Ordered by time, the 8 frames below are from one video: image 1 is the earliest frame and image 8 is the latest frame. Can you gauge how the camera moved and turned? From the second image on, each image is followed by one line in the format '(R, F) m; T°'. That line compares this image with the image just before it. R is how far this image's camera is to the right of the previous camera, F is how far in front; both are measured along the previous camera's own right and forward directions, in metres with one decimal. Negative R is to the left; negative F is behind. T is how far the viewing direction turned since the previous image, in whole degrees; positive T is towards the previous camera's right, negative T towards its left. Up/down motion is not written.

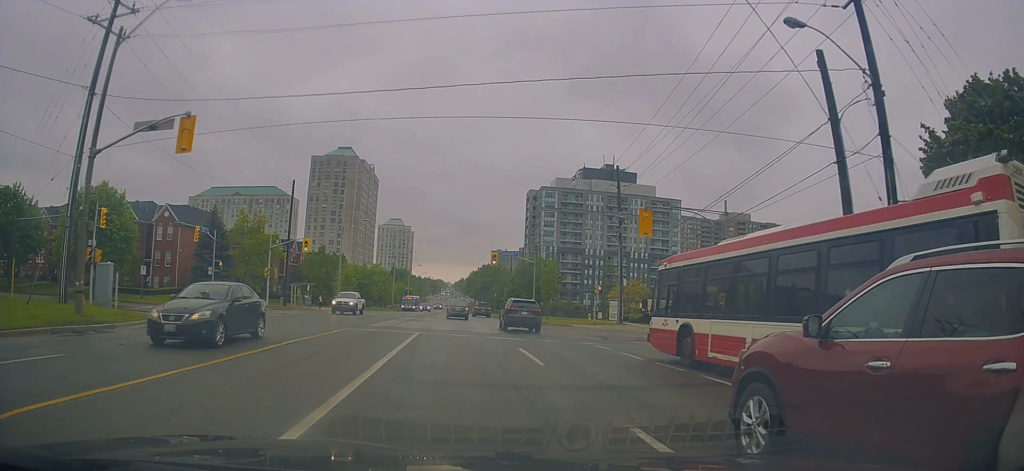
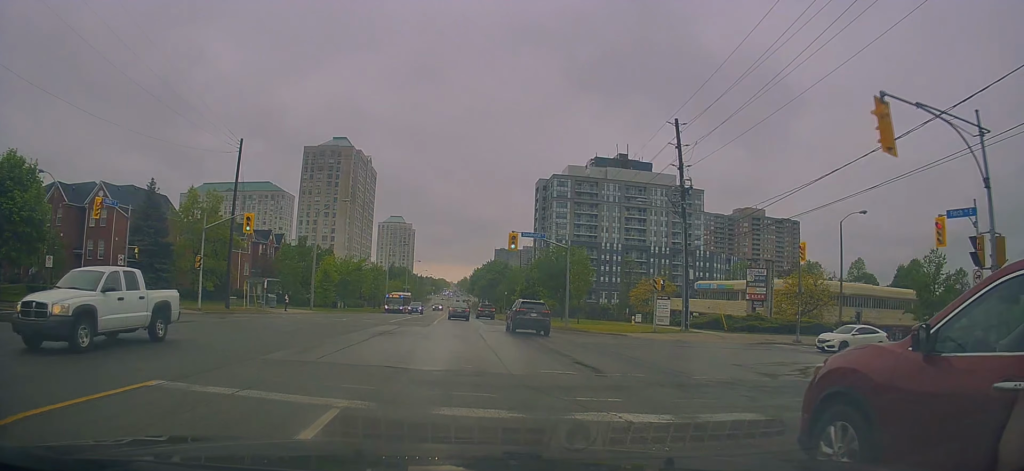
(0.0, +14.4) m; -1°
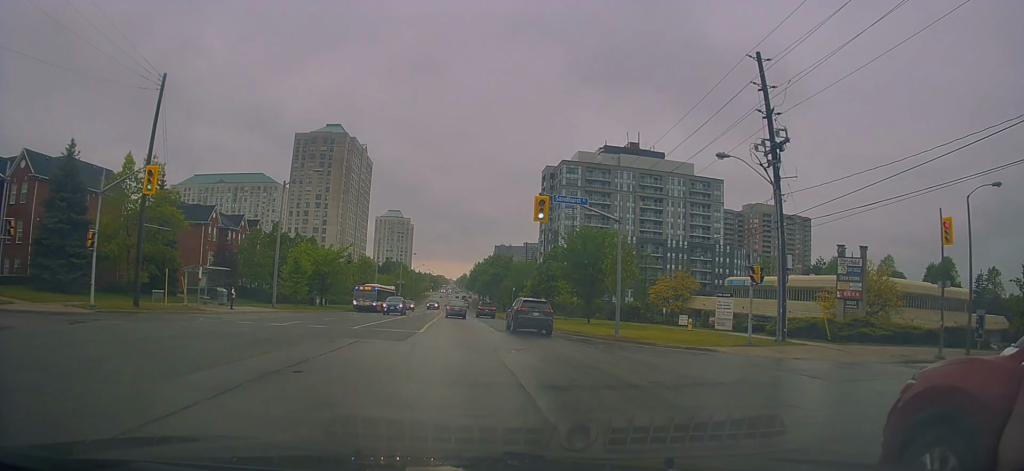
(-0.2, +11.7) m; -2°
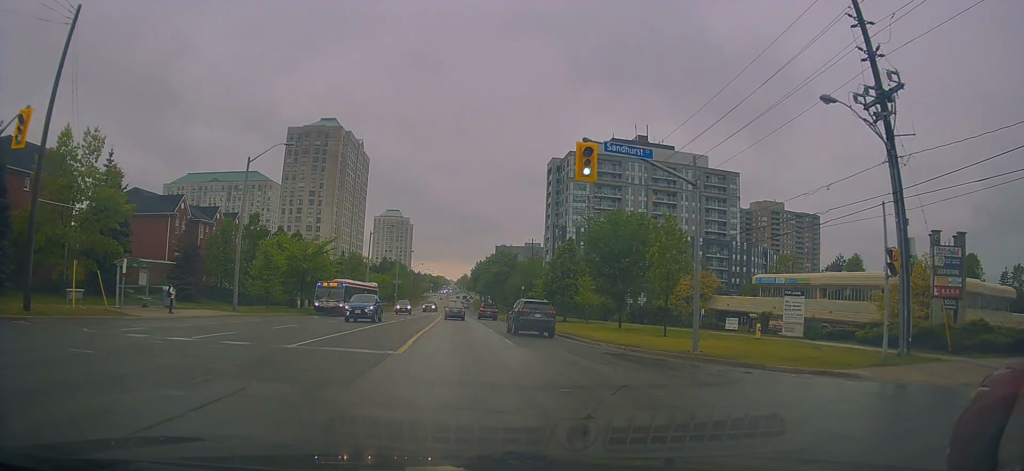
(-0.1, +8.7) m; -1°
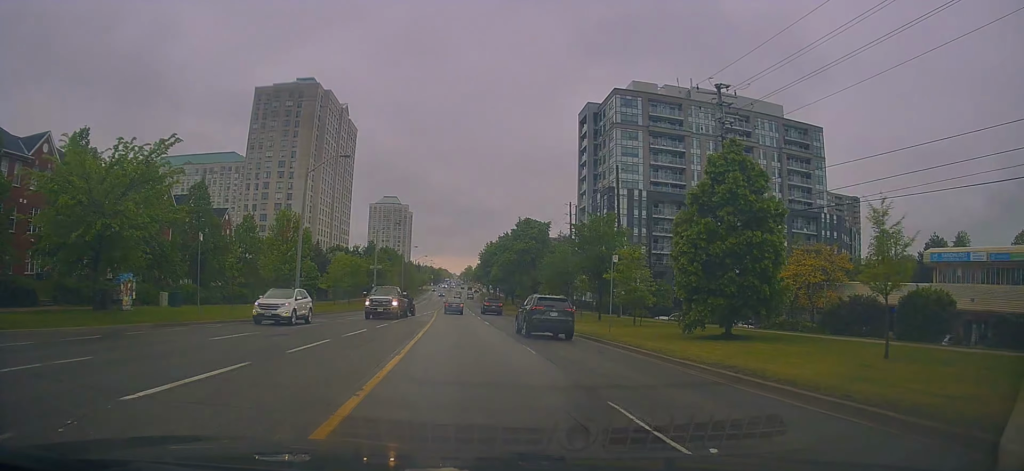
(+1.3, +33.4) m; +3°
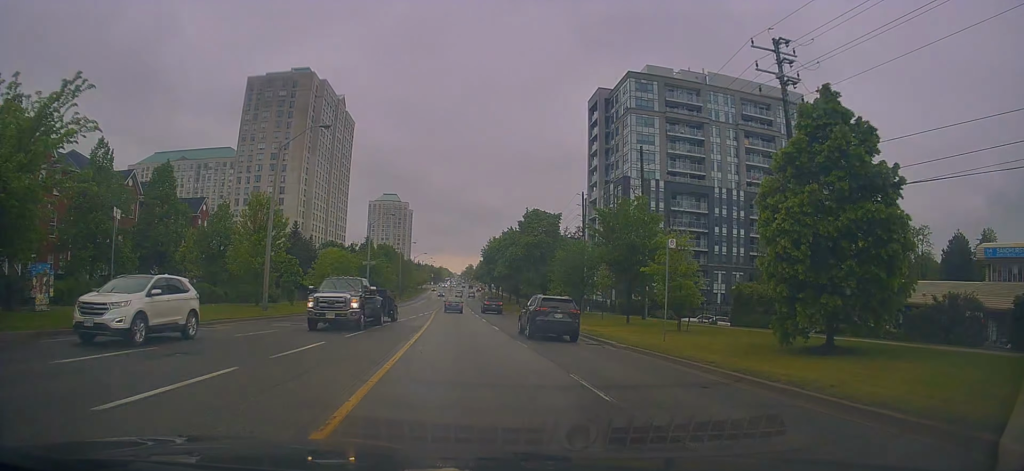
(+0.1, +6.7) m; -1°
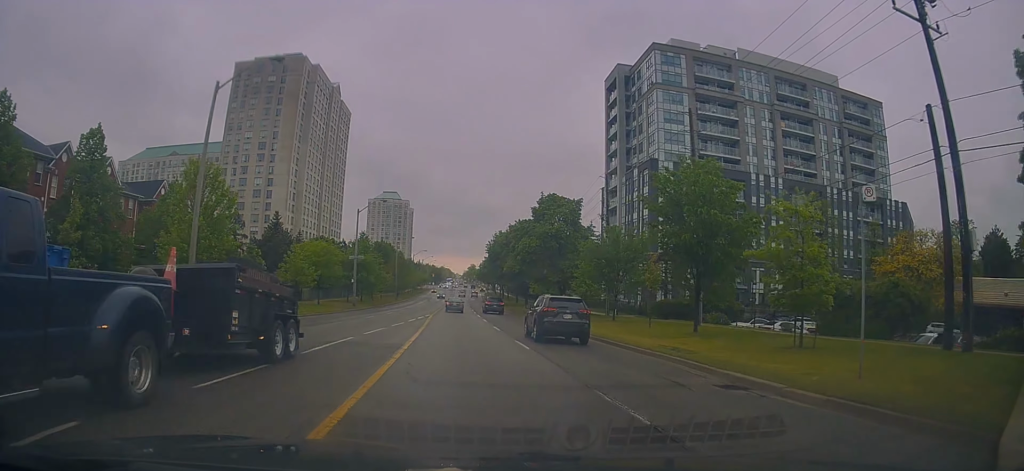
(-0.2, +10.7) m; -1°
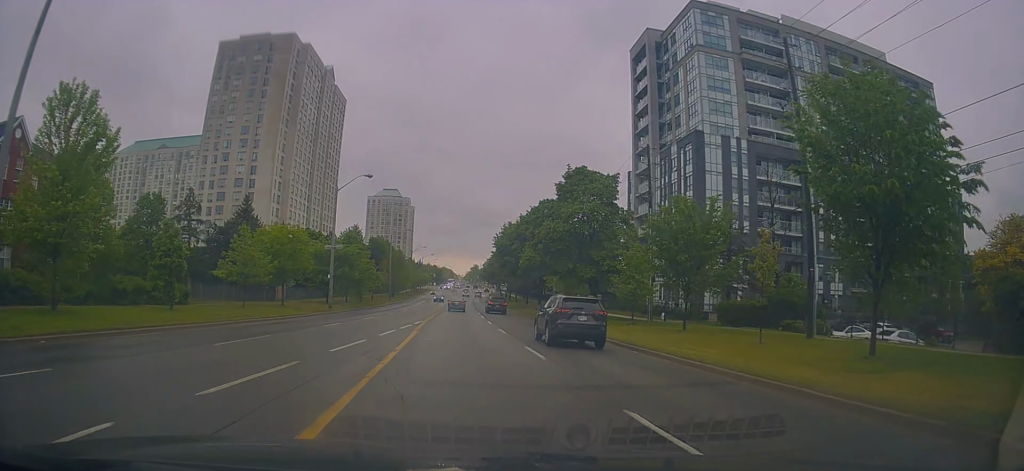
(-0.1, +12.2) m; 0°
